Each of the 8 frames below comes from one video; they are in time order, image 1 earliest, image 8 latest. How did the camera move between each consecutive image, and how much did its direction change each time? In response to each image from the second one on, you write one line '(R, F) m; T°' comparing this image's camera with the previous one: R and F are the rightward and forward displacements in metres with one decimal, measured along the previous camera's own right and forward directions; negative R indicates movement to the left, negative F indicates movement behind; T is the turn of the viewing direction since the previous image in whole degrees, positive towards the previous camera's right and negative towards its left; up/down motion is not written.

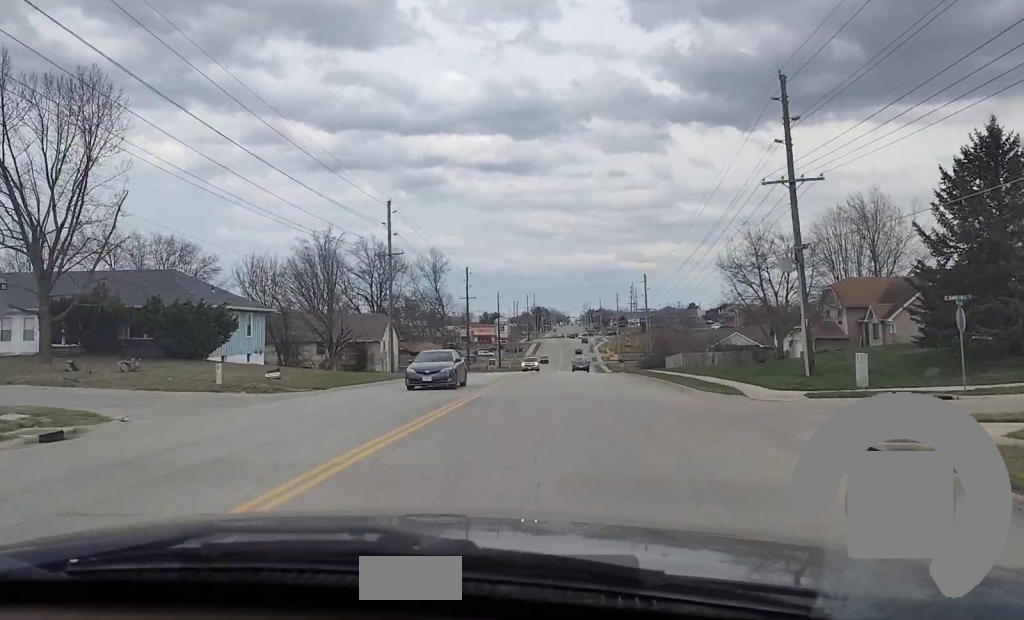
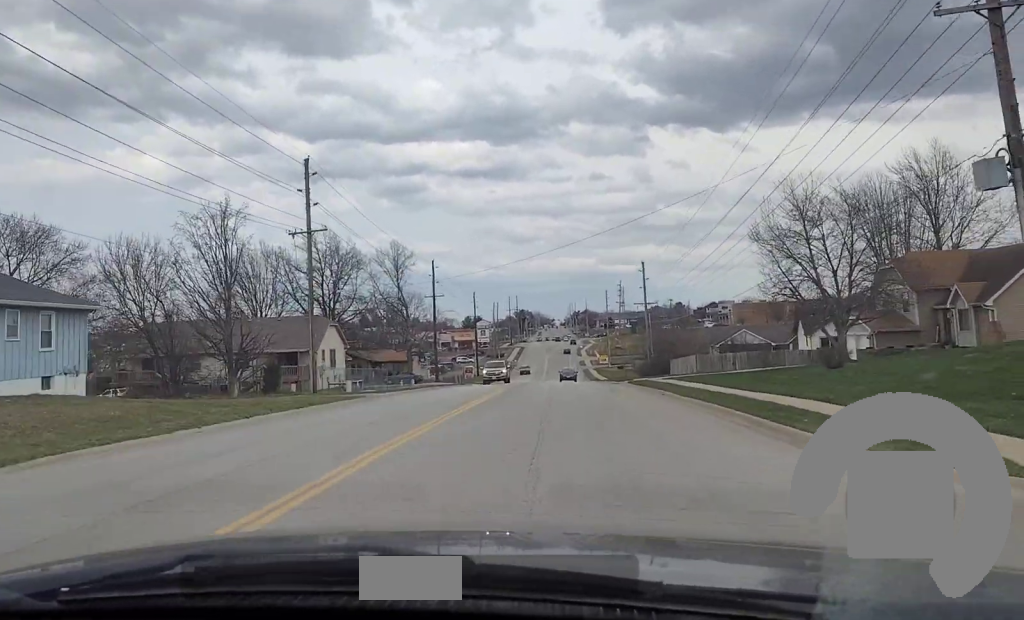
(0.0, +18.2) m; 0°
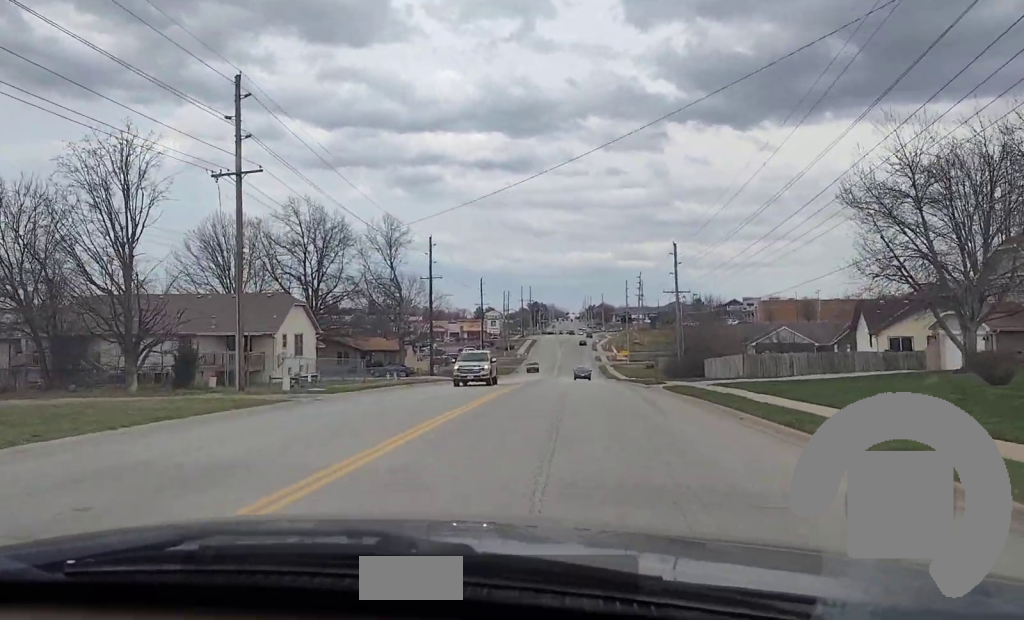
(-0.1, +13.7) m; 0°
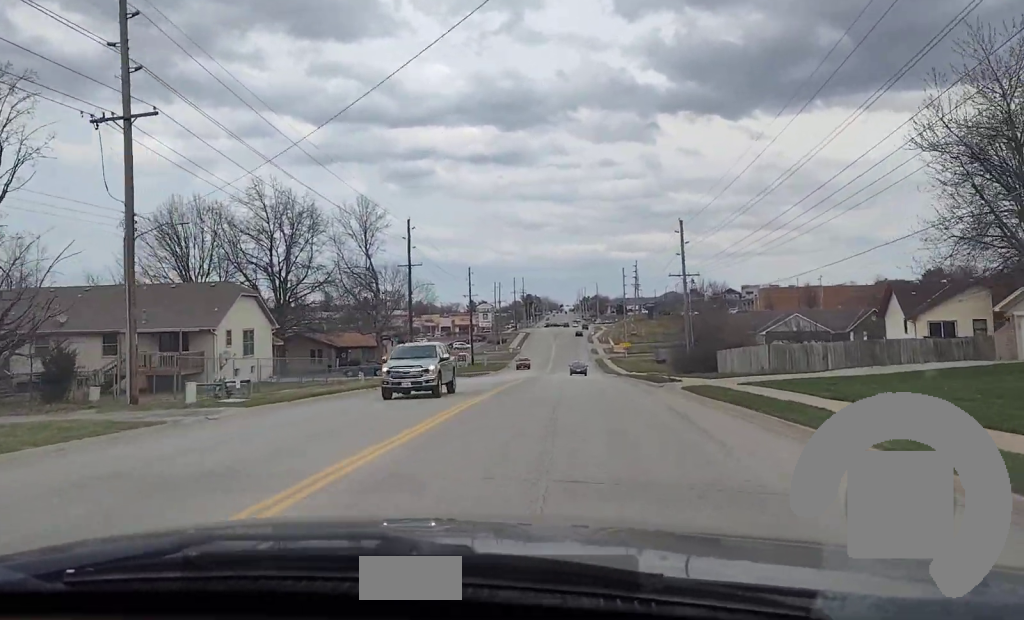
(+0.1, +9.2) m; 0°
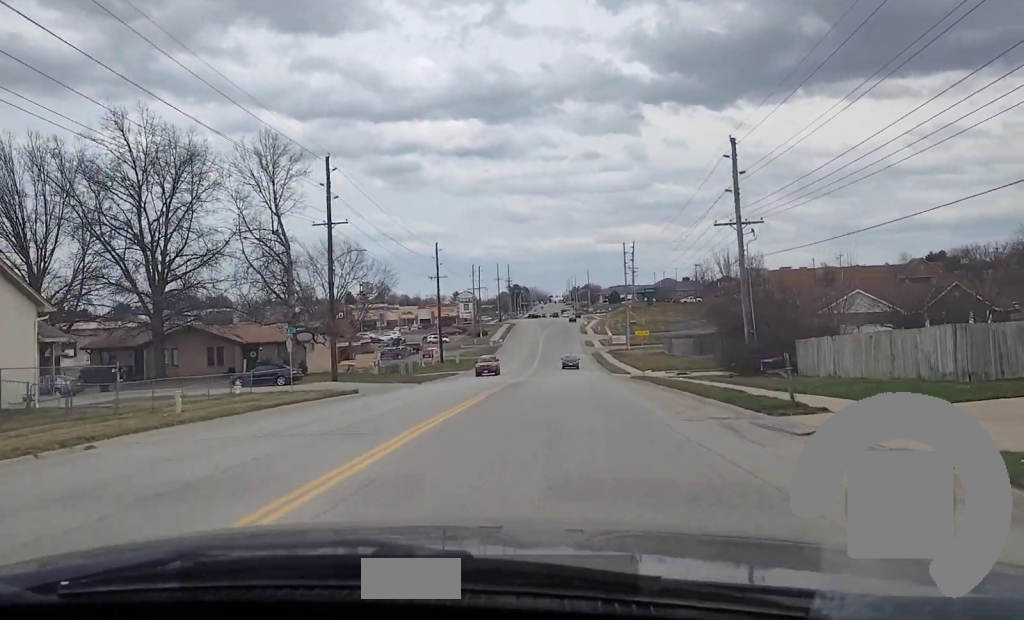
(-0.1, +25.5) m; 0°
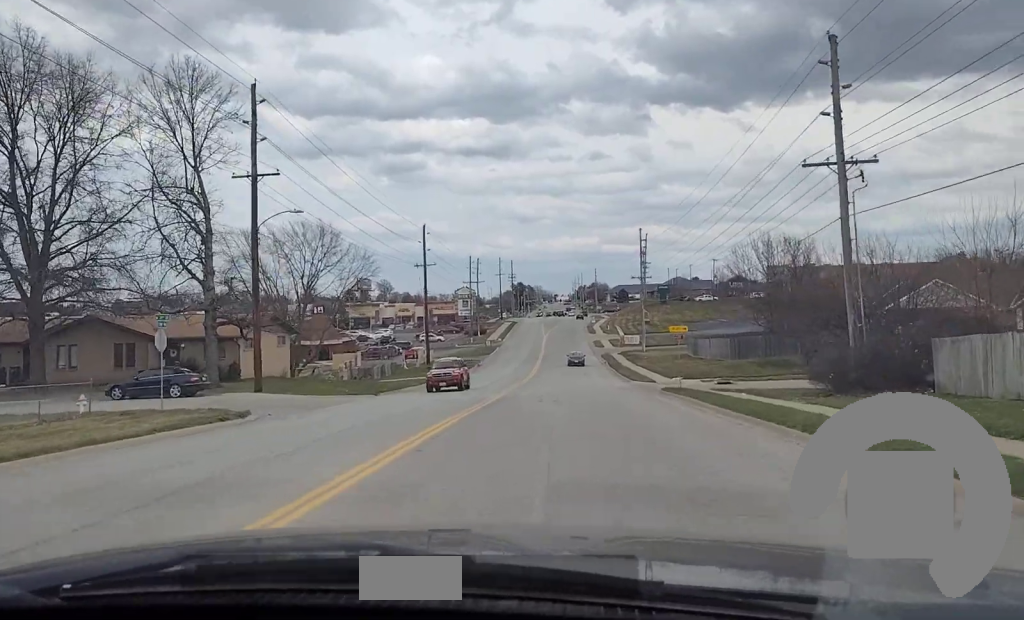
(0.0, +15.3) m; 0°
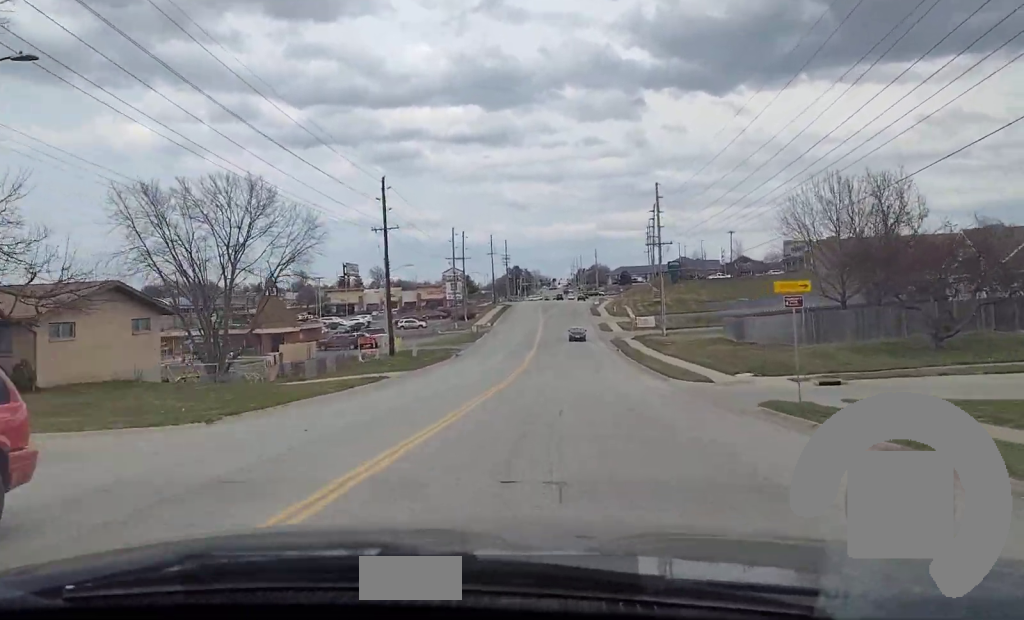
(+0.2, +20.2) m; 0°
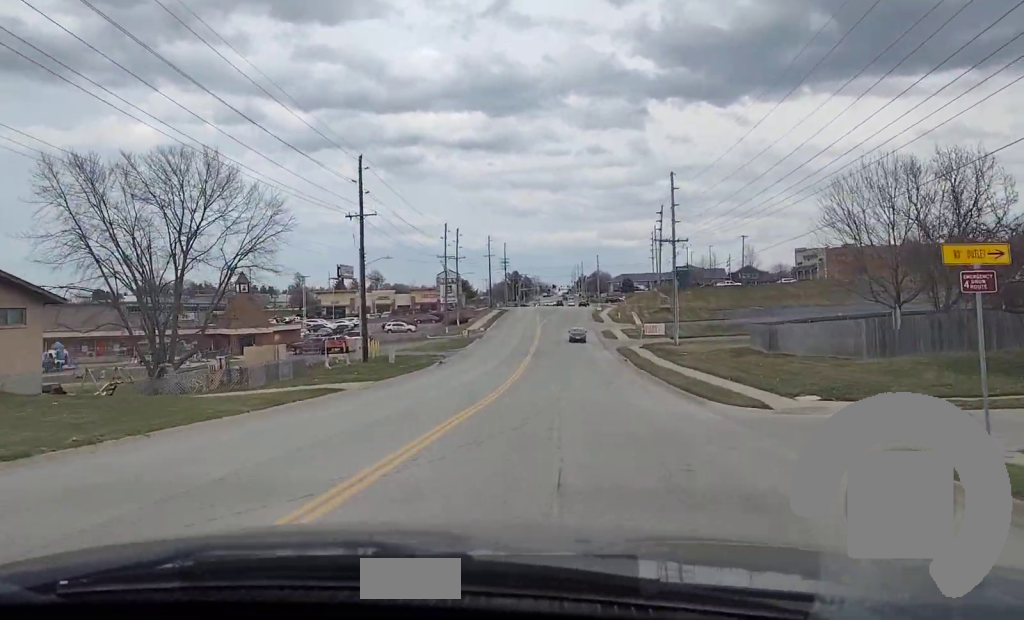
(-0.1, +9.7) m; 0°
